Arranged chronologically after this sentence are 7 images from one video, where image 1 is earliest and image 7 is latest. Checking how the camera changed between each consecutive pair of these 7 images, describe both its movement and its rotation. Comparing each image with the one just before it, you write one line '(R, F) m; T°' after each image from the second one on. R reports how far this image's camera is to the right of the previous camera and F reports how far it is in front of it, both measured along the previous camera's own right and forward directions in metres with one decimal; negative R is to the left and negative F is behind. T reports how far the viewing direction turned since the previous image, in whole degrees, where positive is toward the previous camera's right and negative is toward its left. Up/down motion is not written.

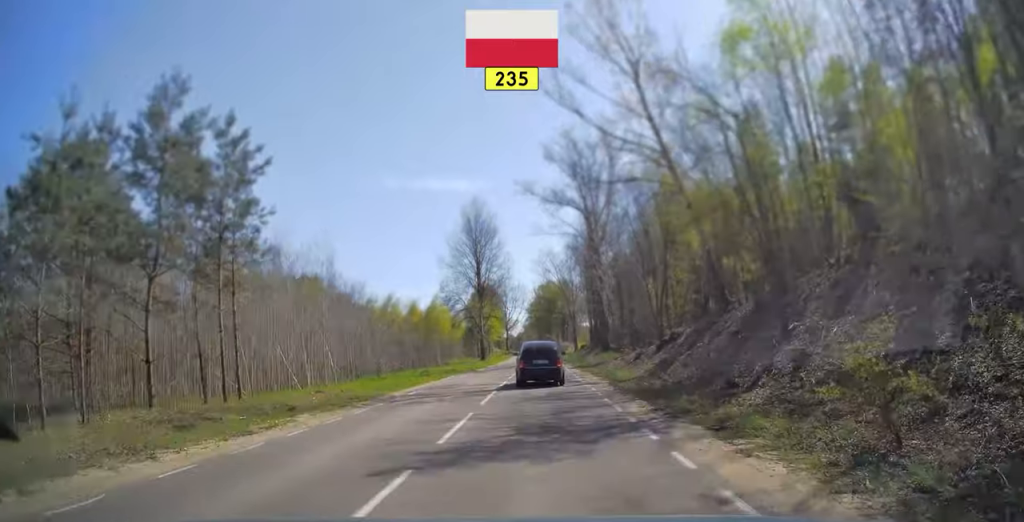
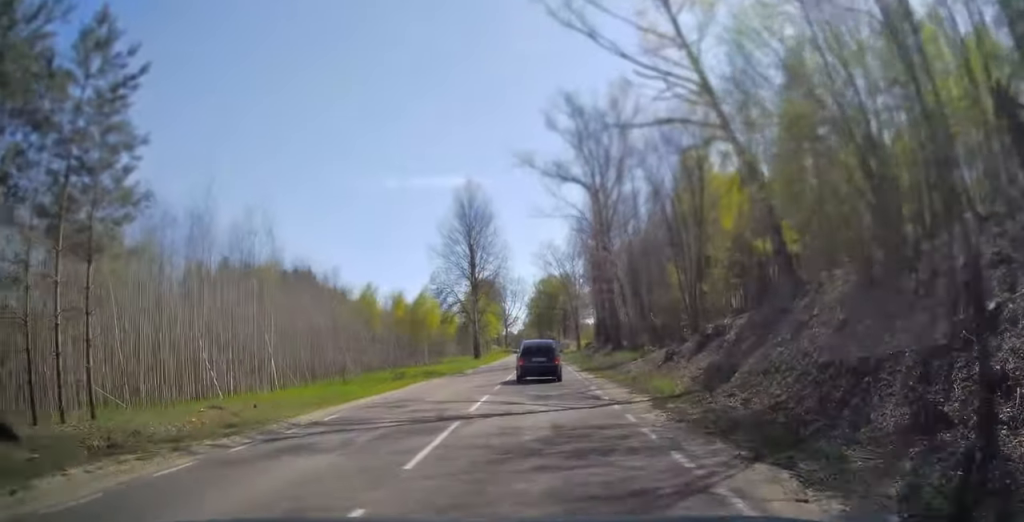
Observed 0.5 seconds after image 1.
(0.0, +7.9) m; 0°
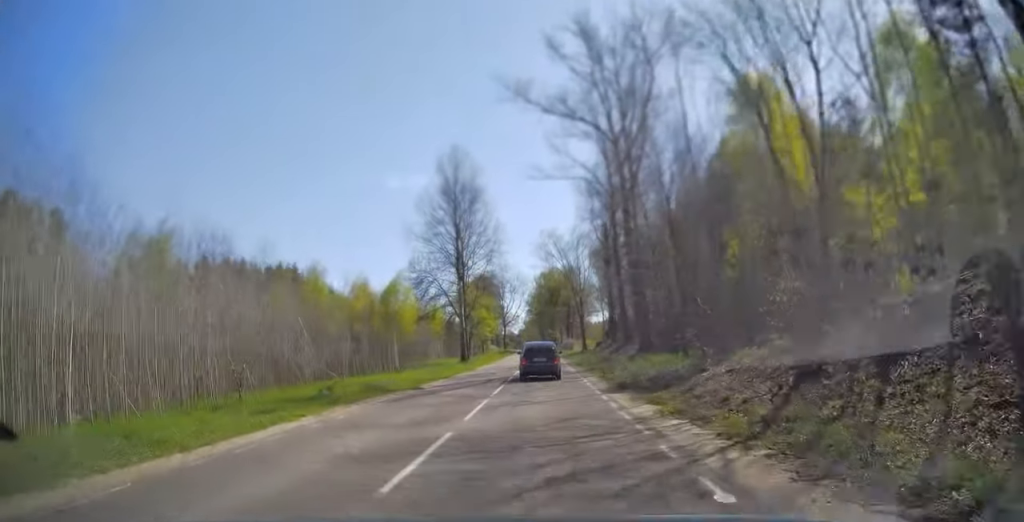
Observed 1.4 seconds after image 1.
(0.0, +13.1) m; 0°
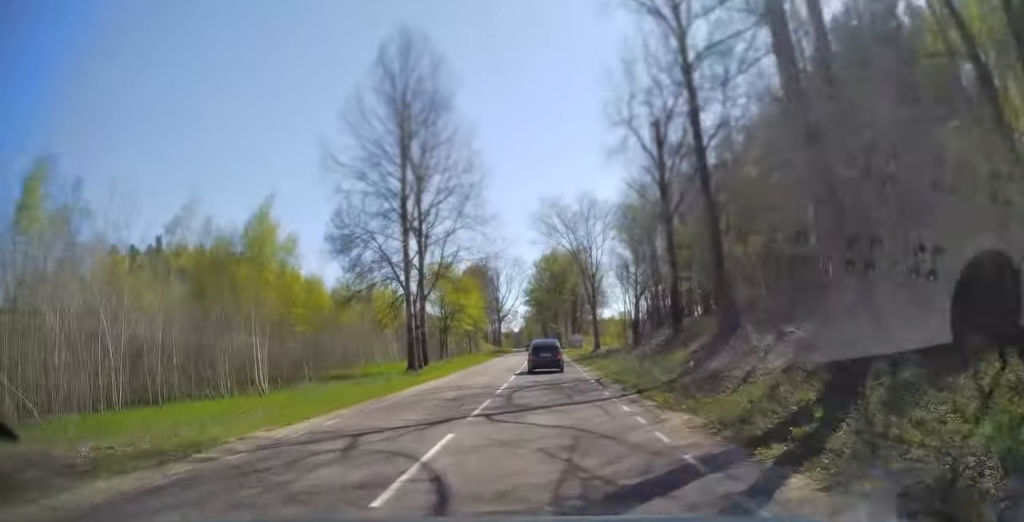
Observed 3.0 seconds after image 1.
(+0.1, +24.5) m; 0°
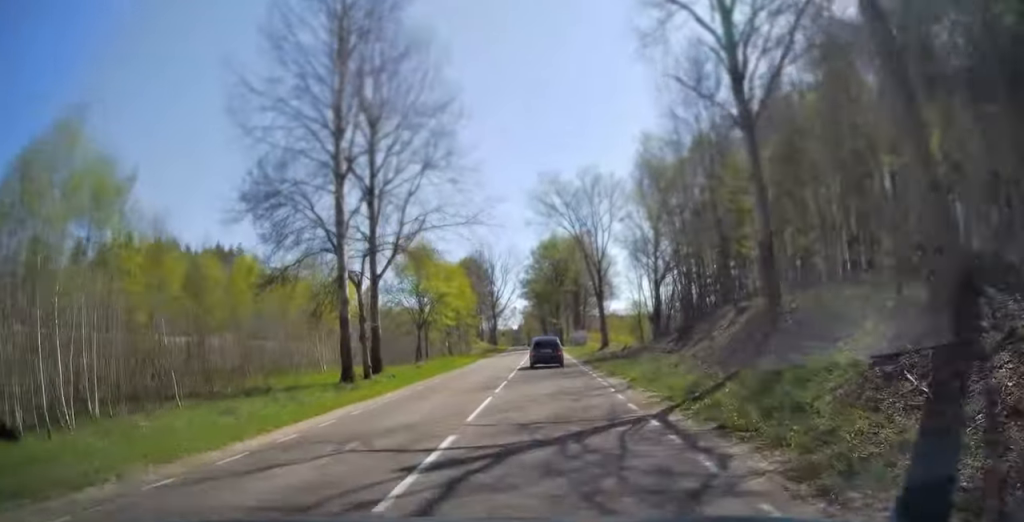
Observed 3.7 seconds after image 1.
(0.0, +12.3) m; 0°
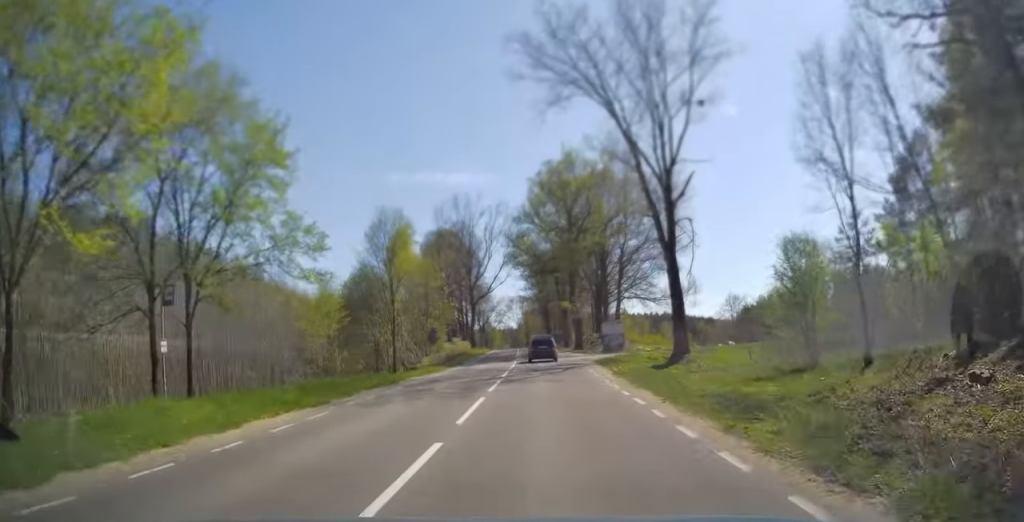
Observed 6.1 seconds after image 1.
(0.0, +43.1) m; 0°
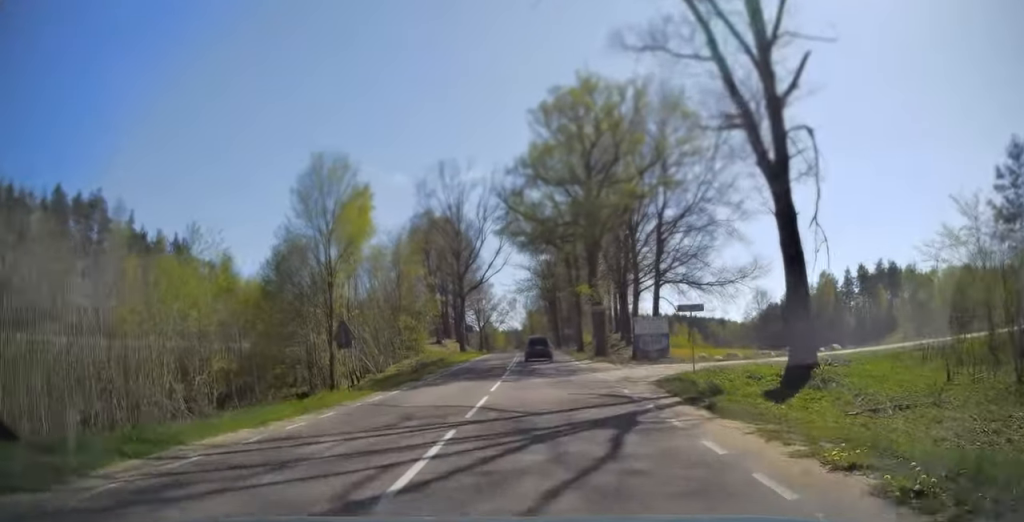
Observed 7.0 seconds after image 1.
(0.0, +16.7) m; -1°
